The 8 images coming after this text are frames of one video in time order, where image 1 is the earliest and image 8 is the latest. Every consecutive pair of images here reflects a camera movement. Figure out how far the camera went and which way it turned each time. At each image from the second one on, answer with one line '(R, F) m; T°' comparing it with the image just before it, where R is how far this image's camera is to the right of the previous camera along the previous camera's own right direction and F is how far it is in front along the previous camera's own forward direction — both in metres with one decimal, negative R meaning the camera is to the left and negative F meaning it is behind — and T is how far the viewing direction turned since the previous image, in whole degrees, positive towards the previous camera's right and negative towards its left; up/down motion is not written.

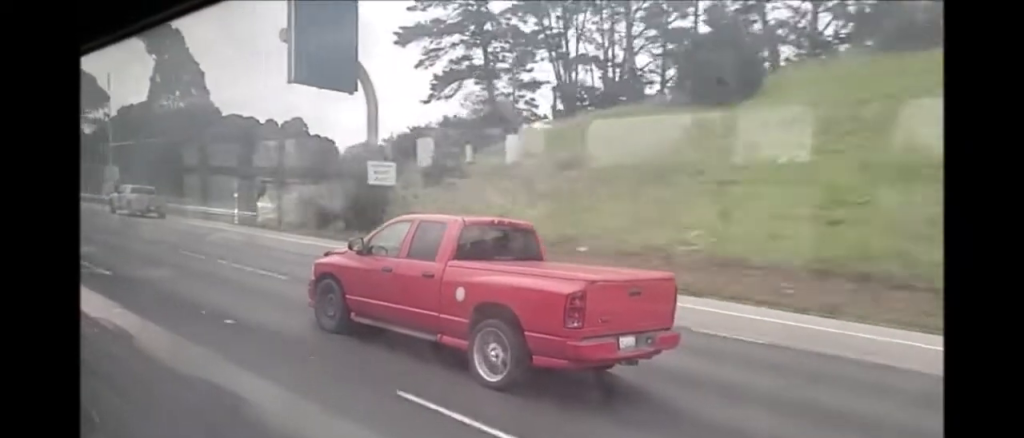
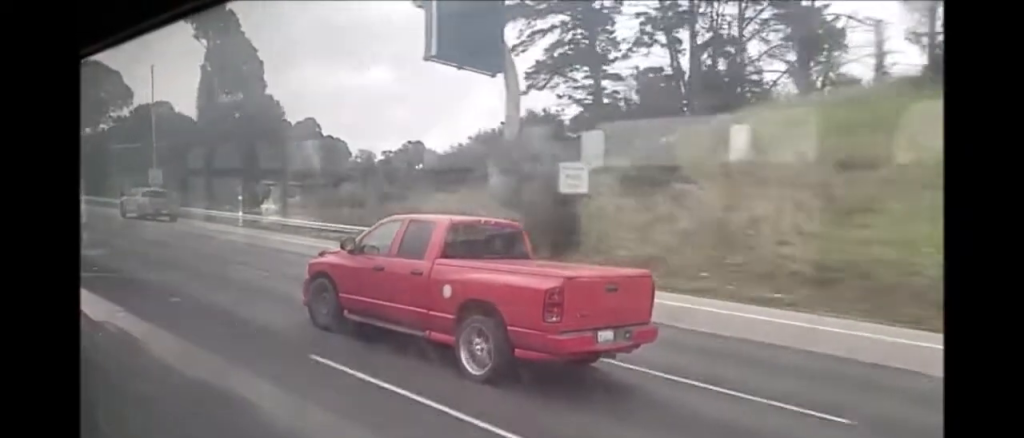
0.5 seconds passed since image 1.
(+0.1, +12.4) m; -1°
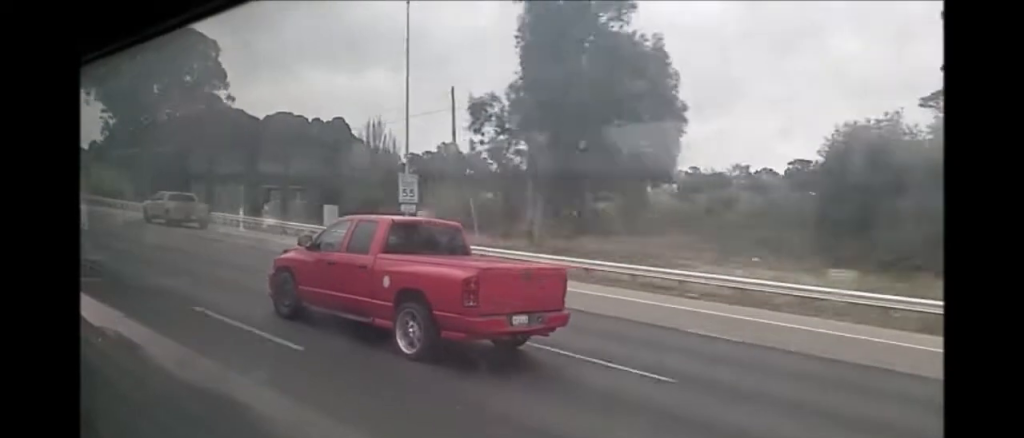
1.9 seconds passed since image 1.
(-0.8, +37.8) m; -1°
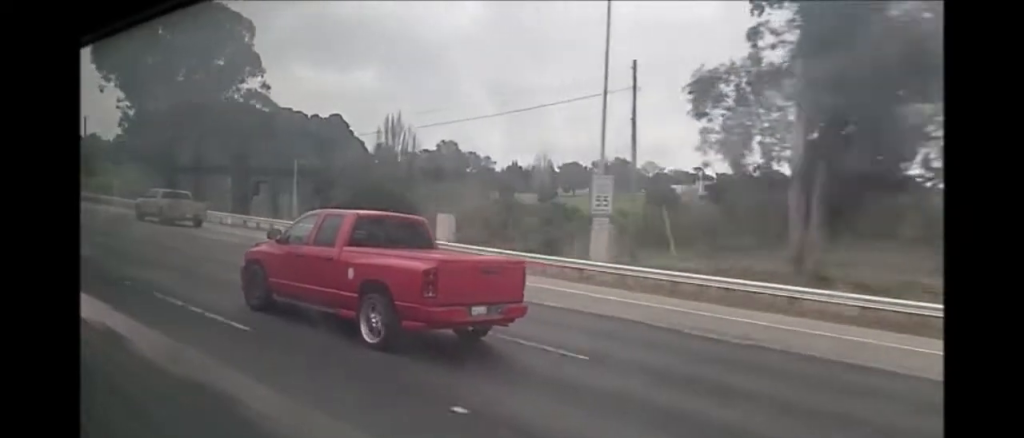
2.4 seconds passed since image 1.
(+0.3, +14.1) m; +1°
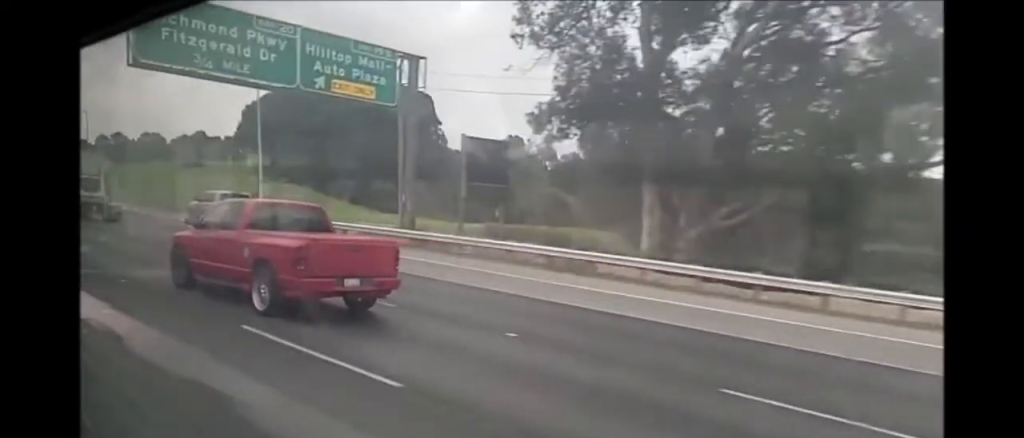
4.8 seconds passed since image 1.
(+1.3, +61.4) m; +2°
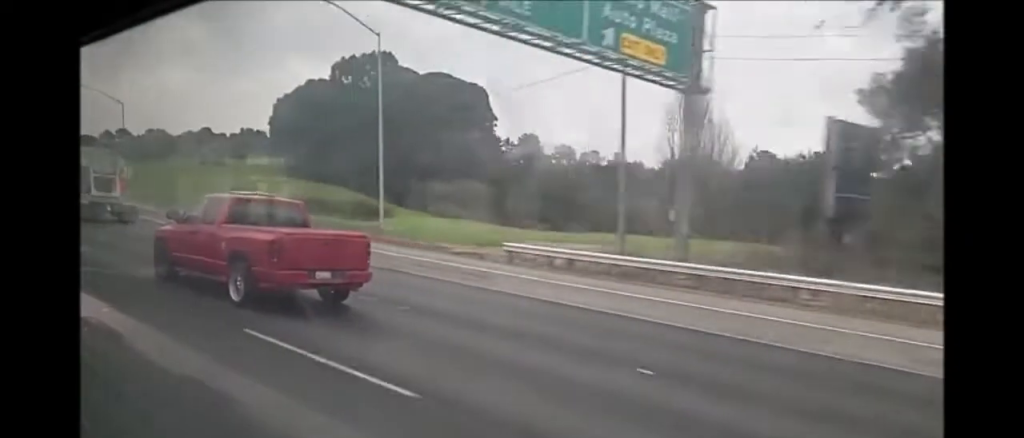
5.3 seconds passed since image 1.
(+0.1, +14.9) m; 0°
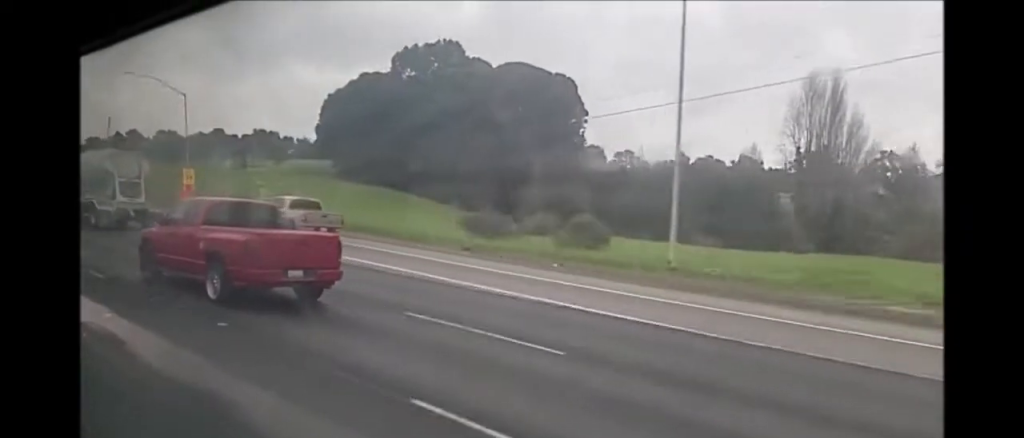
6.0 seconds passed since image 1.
(+0.3, +18.4) m; 0°
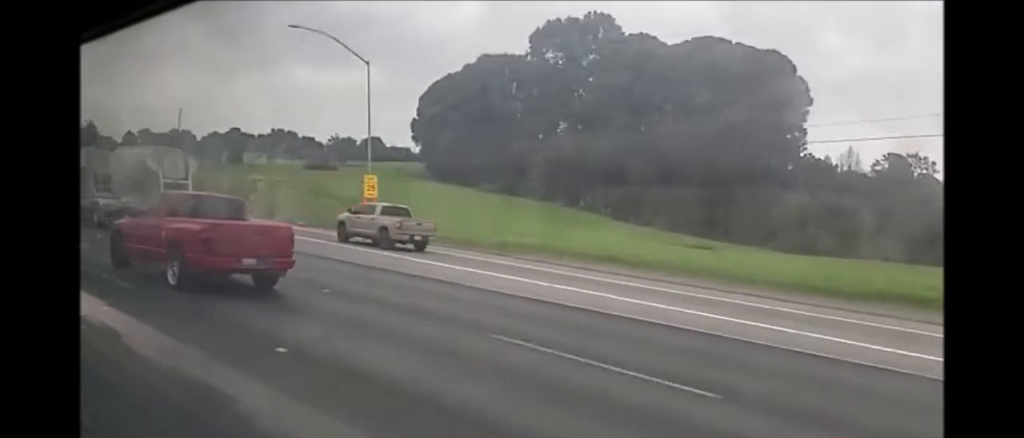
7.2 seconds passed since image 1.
(-0.7, +31.2) m; -1°
